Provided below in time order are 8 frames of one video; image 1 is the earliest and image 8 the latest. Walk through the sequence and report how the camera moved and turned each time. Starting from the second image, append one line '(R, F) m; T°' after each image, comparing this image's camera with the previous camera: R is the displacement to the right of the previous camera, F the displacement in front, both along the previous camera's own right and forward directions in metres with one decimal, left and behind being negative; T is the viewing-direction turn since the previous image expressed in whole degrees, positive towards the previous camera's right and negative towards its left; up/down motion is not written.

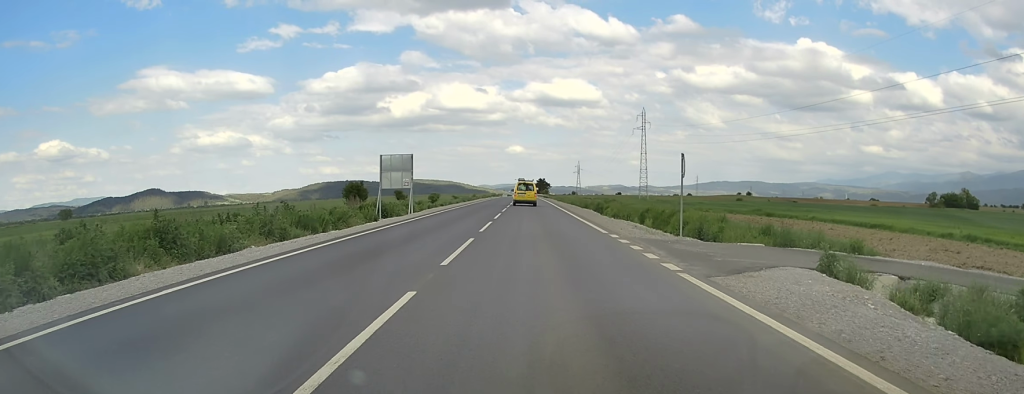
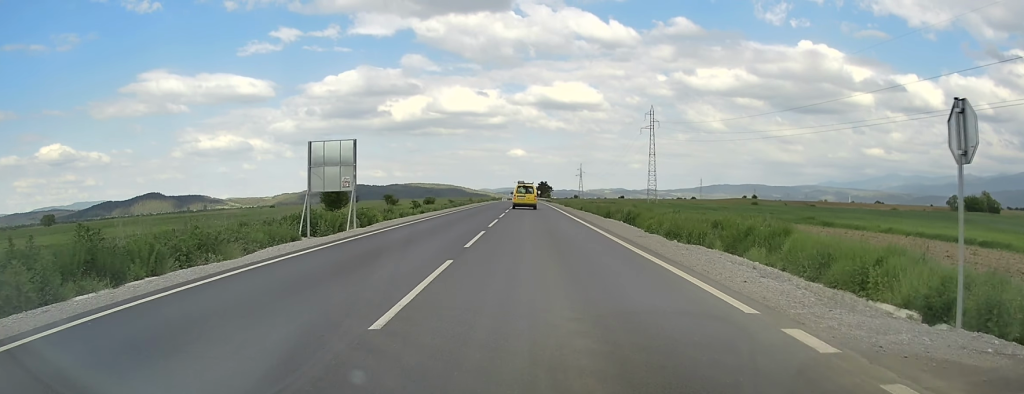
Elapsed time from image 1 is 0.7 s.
(-0.1, +14.1) m; 0°
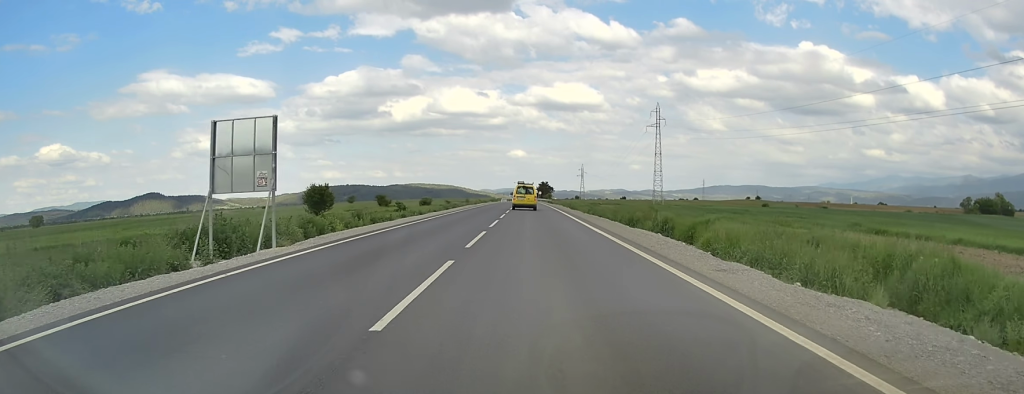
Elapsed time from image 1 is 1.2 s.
(+0.2, +9.0) m; 0°
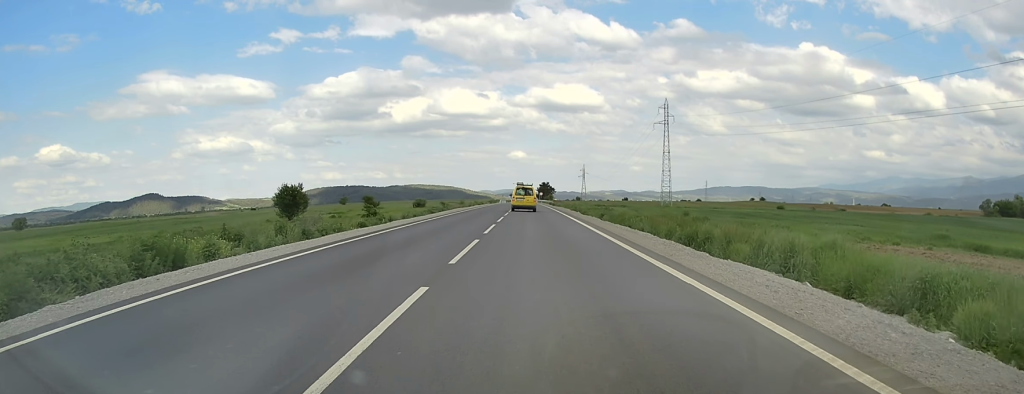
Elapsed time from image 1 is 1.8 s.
(0.0, +12.3) m; 0°
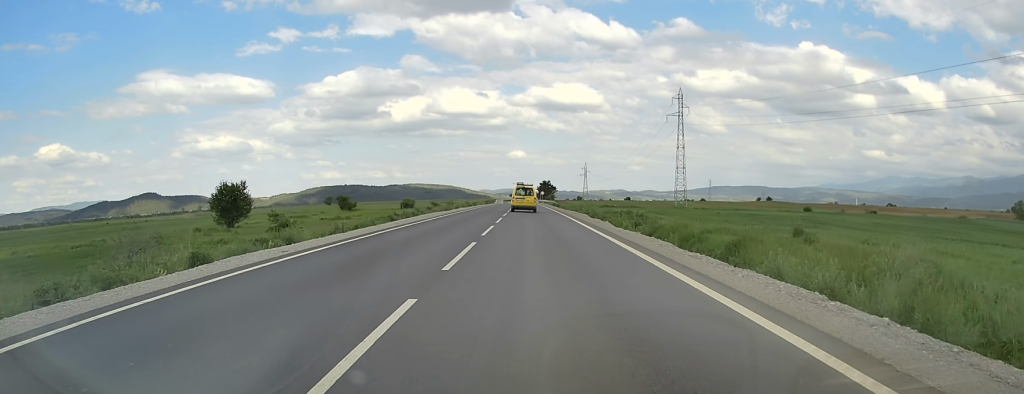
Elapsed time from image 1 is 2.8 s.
(-0.2, +18.9) m; 0°
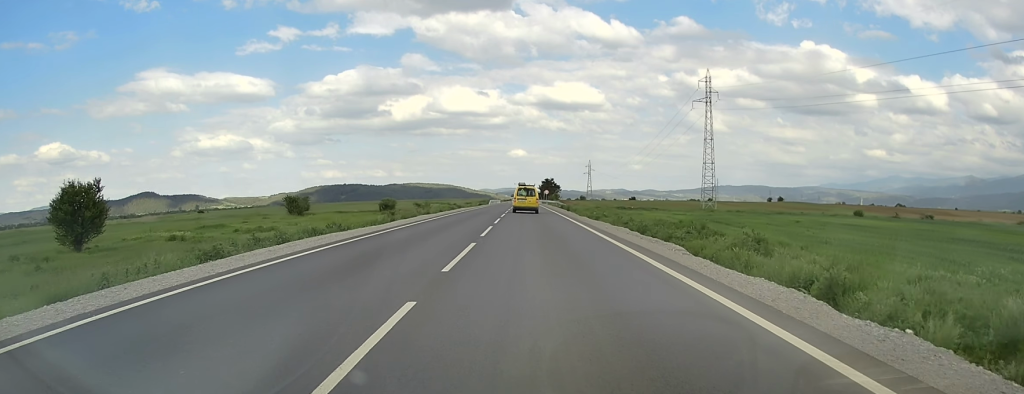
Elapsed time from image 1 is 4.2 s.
(+0.1, +27.0) m; 0°
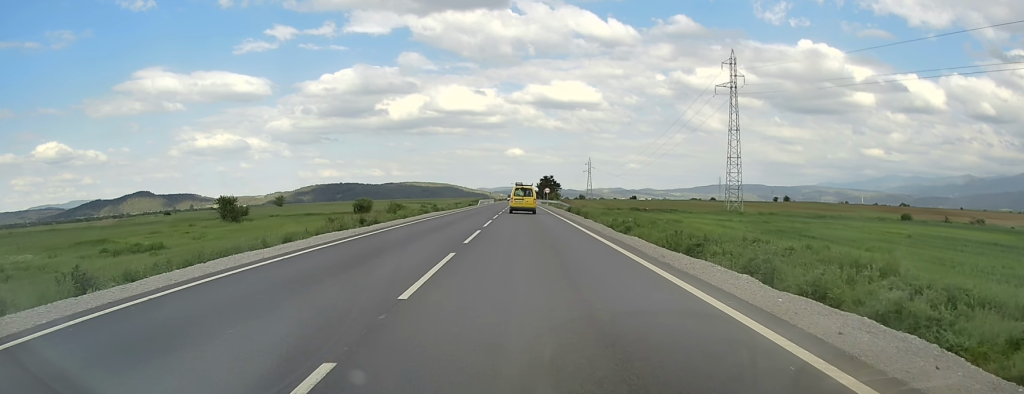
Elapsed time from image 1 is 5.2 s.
(+0.1, +20.7) m; +1°
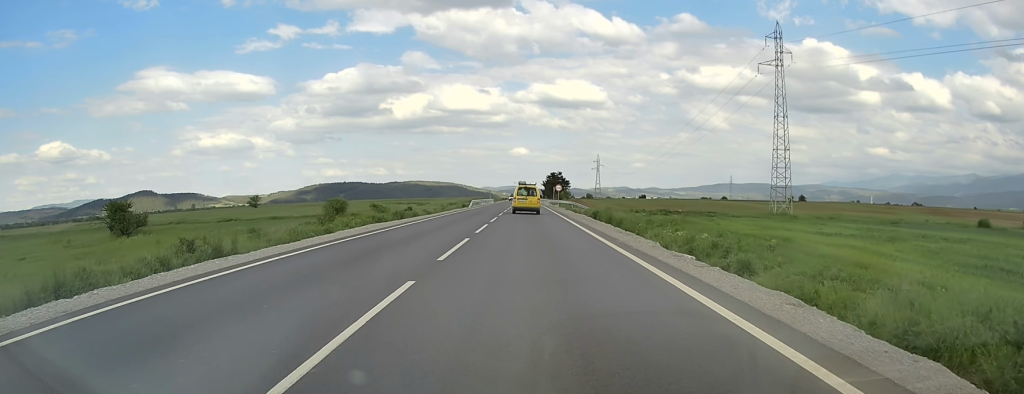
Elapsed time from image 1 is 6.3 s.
(+0.1, +22.5) m; -1°
